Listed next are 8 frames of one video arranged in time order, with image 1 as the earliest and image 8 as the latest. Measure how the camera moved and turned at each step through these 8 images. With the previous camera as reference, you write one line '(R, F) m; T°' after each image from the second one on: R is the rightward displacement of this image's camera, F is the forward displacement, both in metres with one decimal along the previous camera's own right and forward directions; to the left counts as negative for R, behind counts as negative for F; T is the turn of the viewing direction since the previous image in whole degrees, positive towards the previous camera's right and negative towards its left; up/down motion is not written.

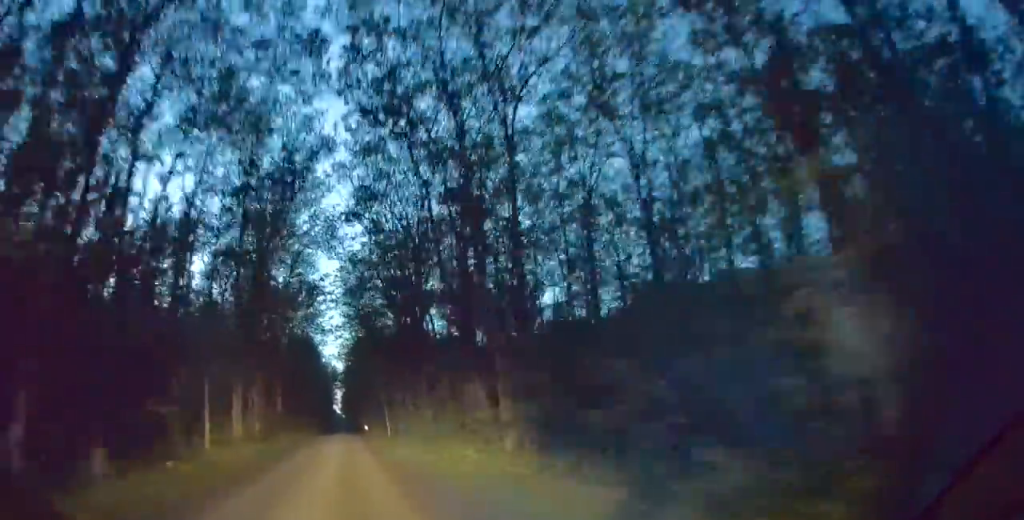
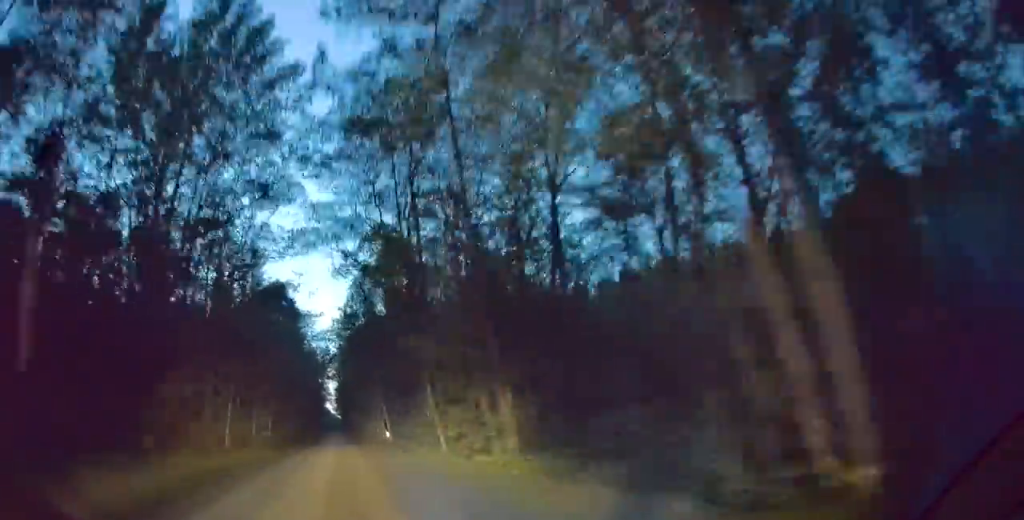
(+0.3, +57.5) m; +1°
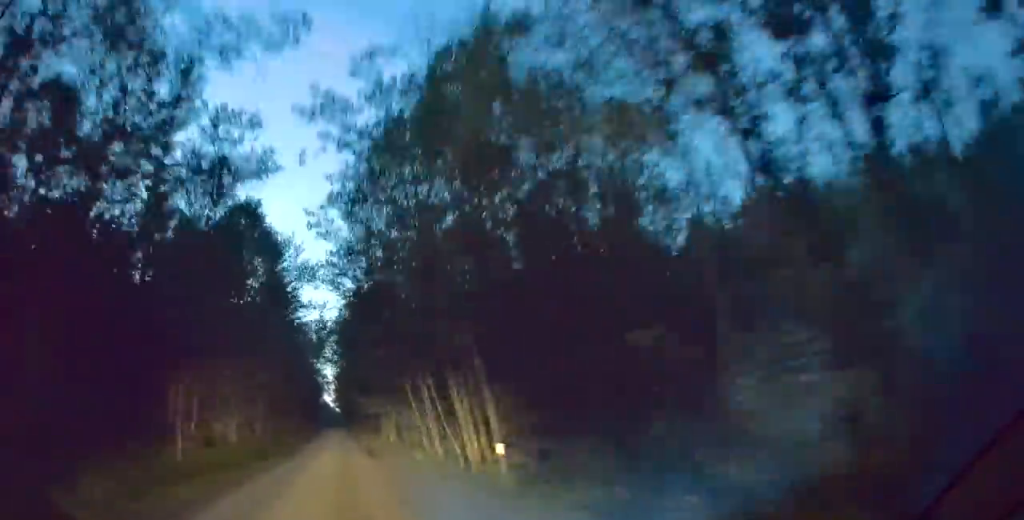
(0.0, +31.1) m; 0°
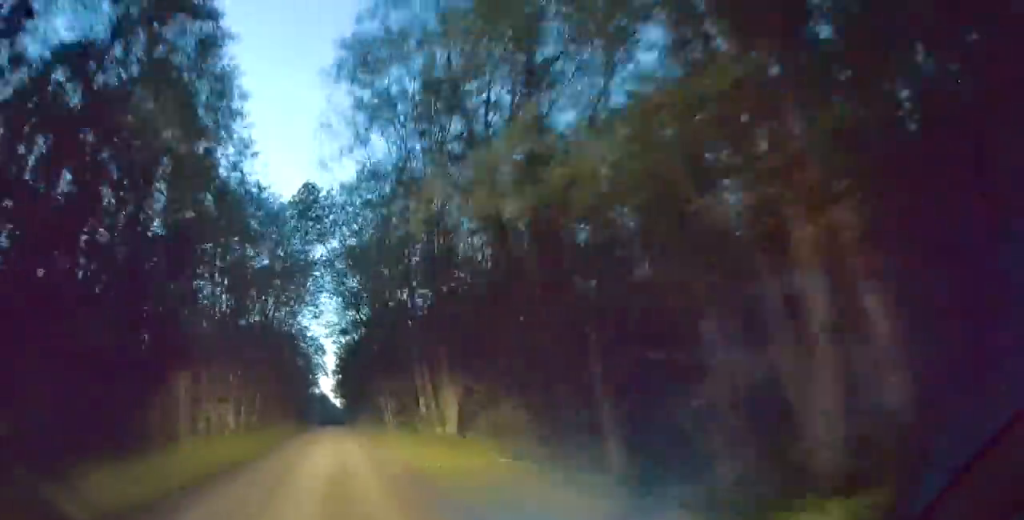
(+0.1, +58.7) m; -1°
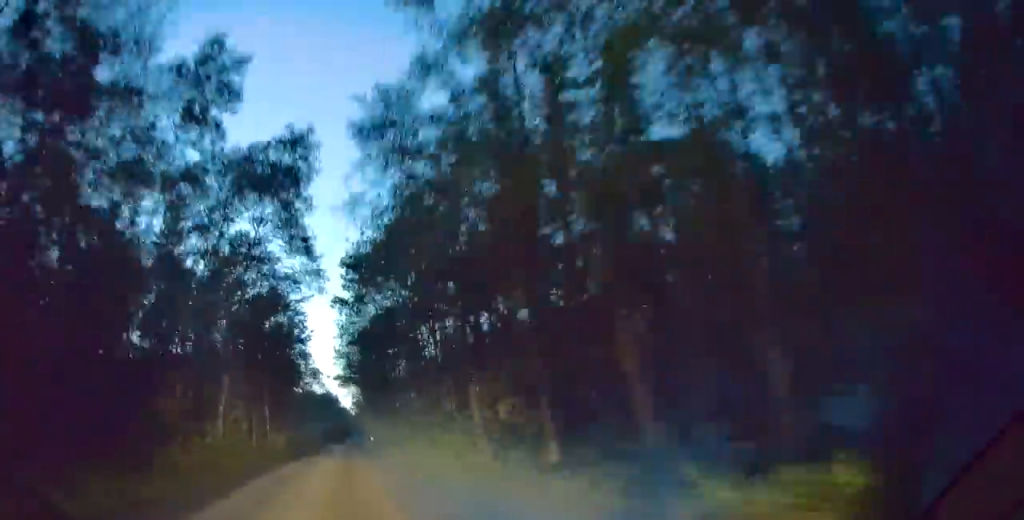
(-1.0, +76.5) m; +1°
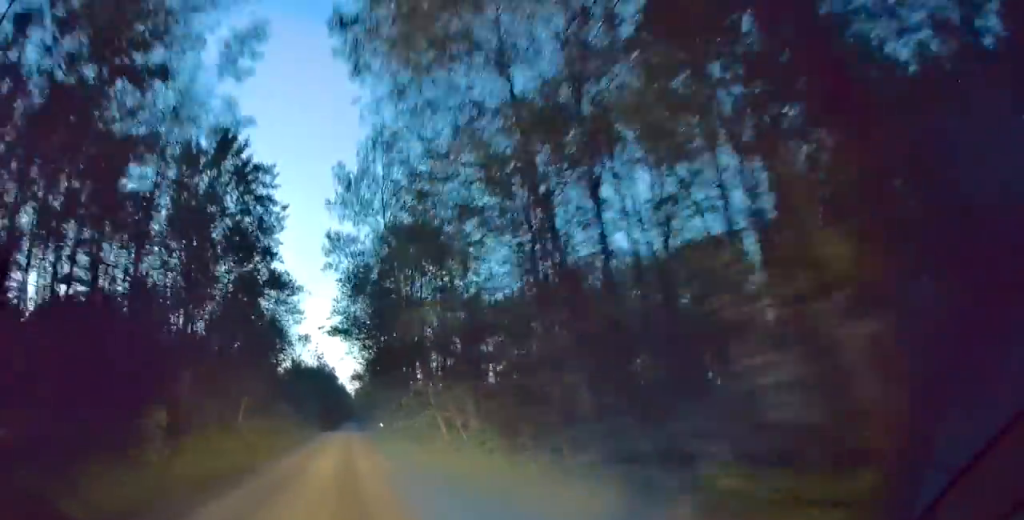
(-0.1, +31.5) m; +2°
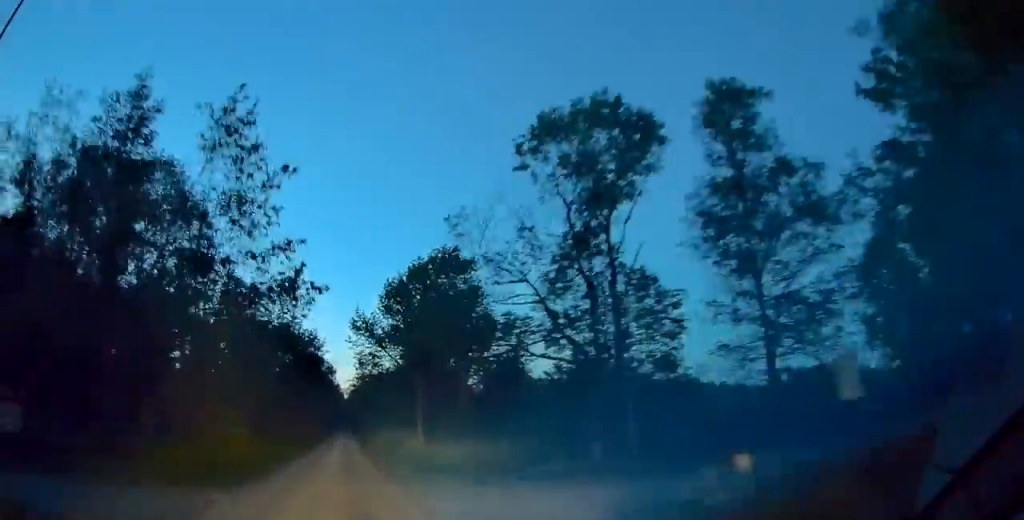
(+3.0, +76.1) m; +3°
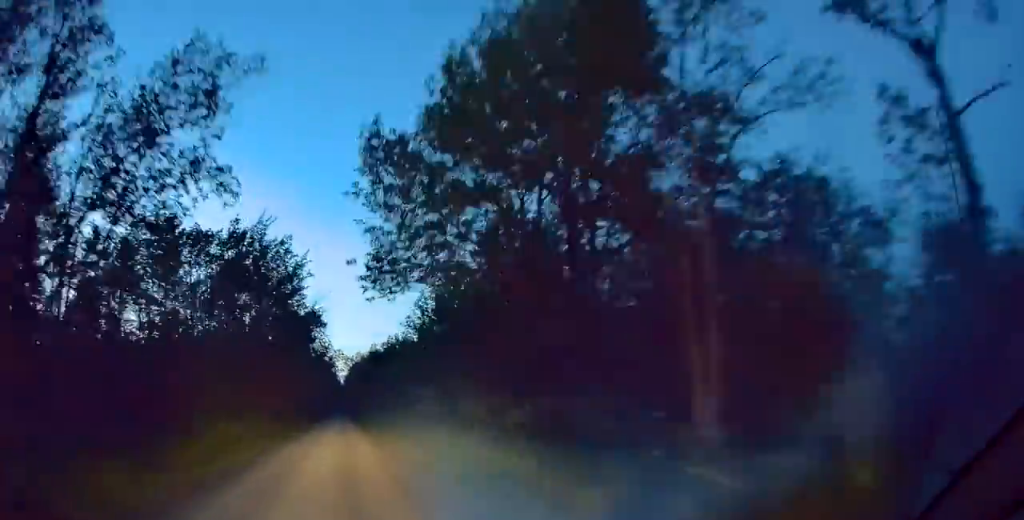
(+0.5, +45.1) m; 0°
